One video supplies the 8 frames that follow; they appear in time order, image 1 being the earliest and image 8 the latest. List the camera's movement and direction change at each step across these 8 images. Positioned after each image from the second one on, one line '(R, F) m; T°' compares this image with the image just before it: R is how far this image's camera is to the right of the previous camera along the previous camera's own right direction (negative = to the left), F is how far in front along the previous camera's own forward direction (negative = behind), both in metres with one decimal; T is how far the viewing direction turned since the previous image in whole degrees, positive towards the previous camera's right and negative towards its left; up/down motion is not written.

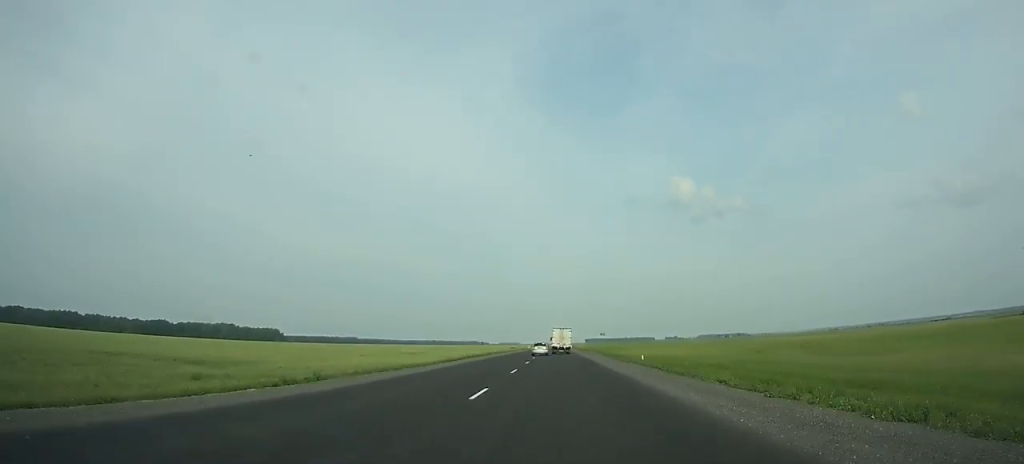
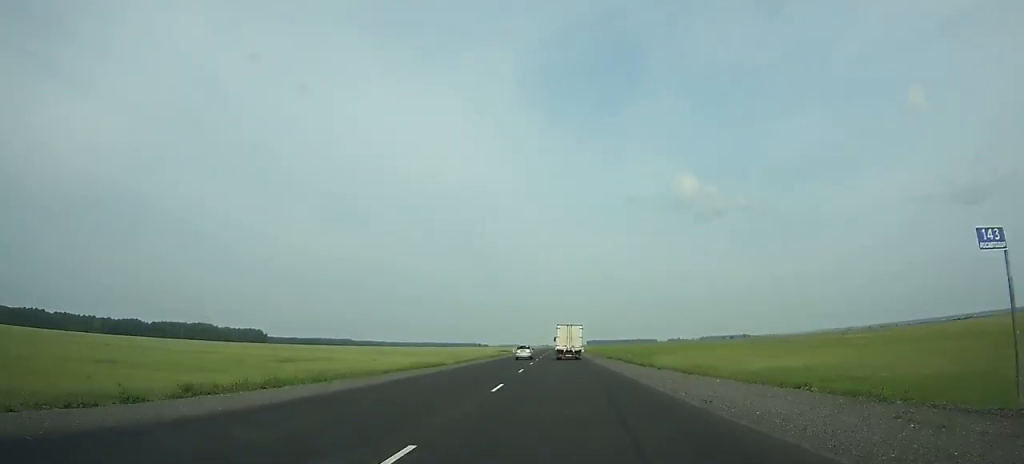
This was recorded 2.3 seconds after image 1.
(-0.2, +69.9) m; 0°
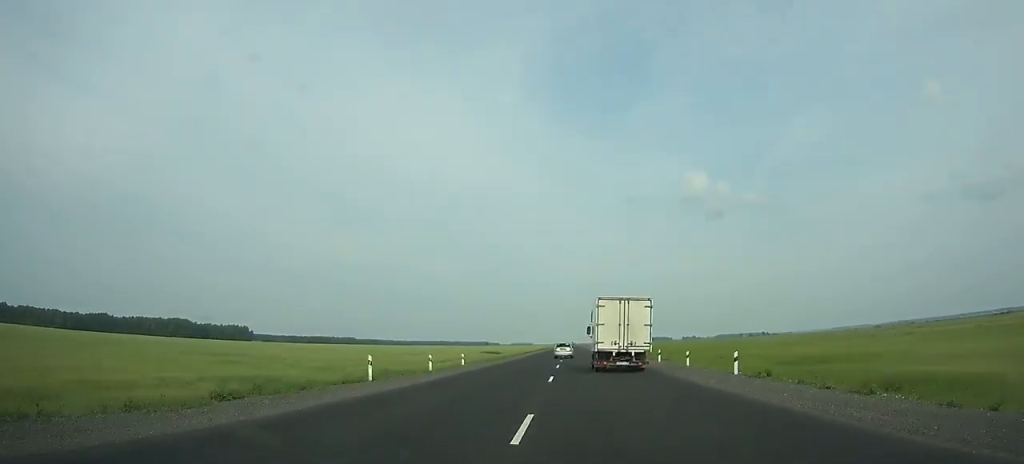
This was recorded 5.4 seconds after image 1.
(-0.7, +93.4) m; 0°
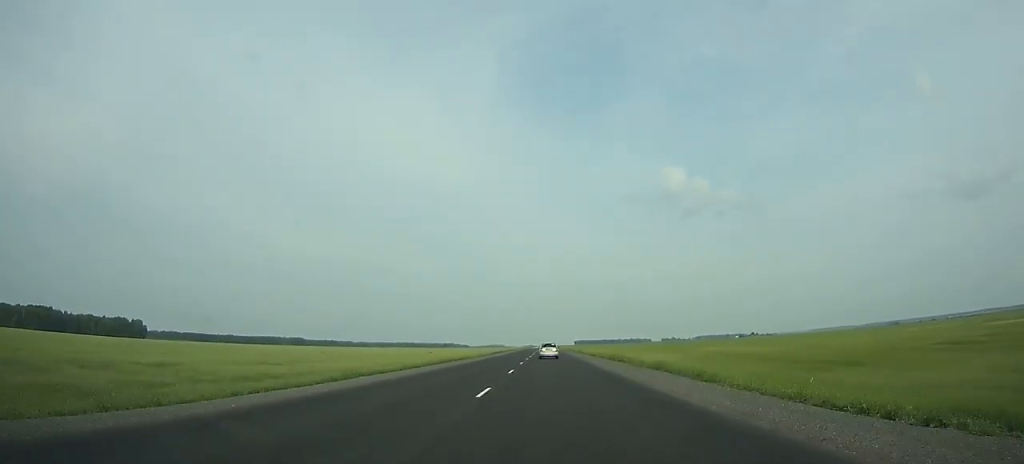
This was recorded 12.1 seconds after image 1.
(+4.2, +208.1) m; +2°
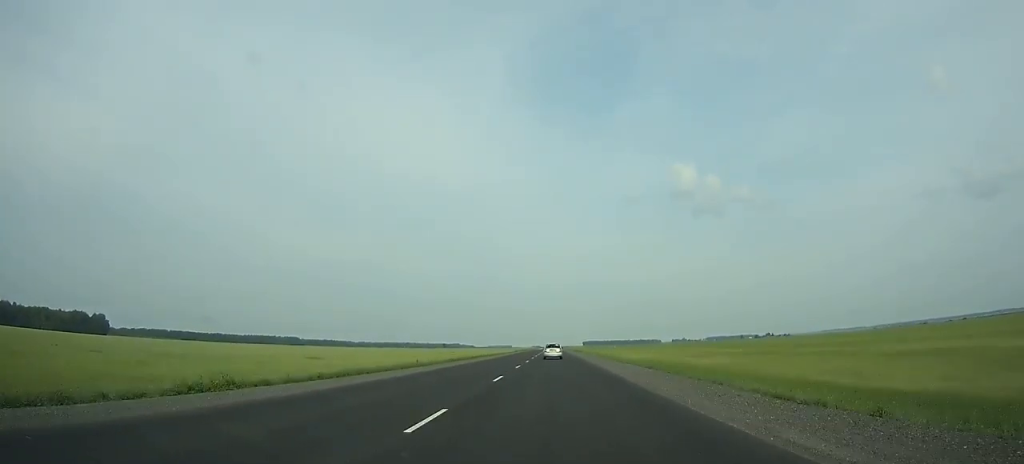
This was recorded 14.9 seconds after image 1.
(-0.5, +92.0) m; -1°
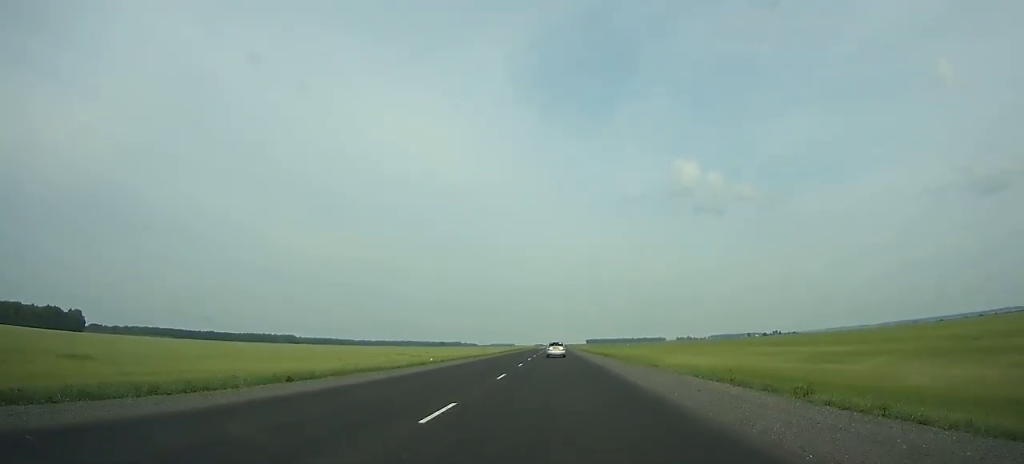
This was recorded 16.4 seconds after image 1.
(-0.1, +49.1) m; 0°
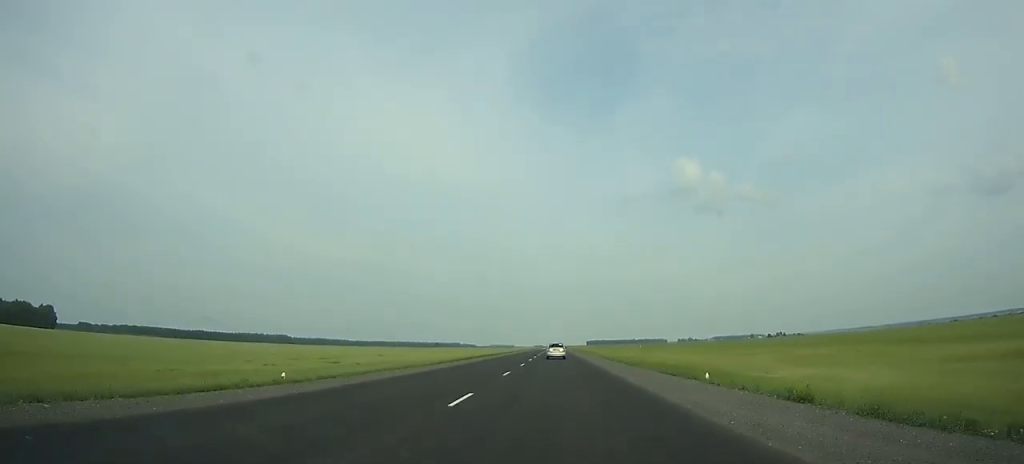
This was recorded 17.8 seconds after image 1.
(-0.1, +45.4) m; 0°
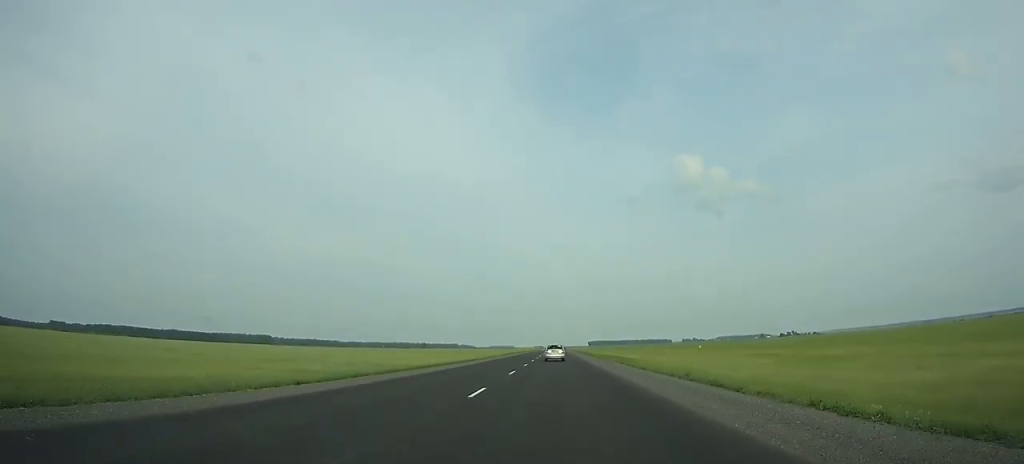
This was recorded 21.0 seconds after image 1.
(0.0, +102.6) m; 0°
